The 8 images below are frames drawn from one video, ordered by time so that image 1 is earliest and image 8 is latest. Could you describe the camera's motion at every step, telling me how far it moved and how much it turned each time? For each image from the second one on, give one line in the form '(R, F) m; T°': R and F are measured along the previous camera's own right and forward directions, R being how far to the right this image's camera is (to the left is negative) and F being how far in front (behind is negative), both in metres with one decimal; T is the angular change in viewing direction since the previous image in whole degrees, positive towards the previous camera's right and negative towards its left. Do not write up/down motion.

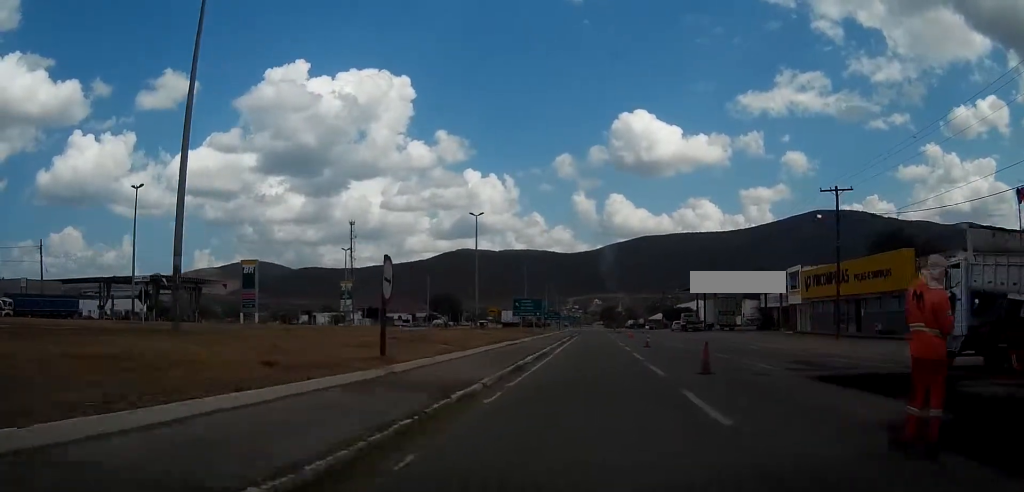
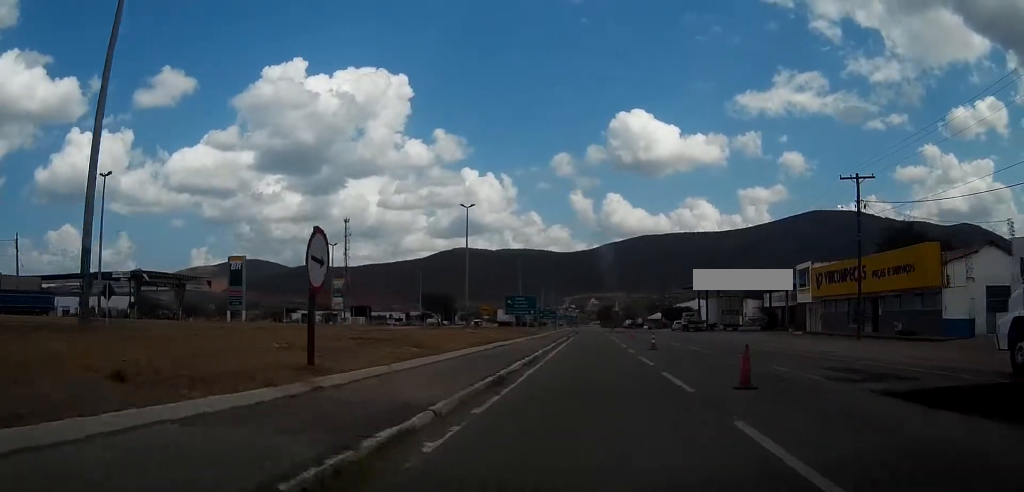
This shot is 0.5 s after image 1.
(0.0, +4.3) m; 0°
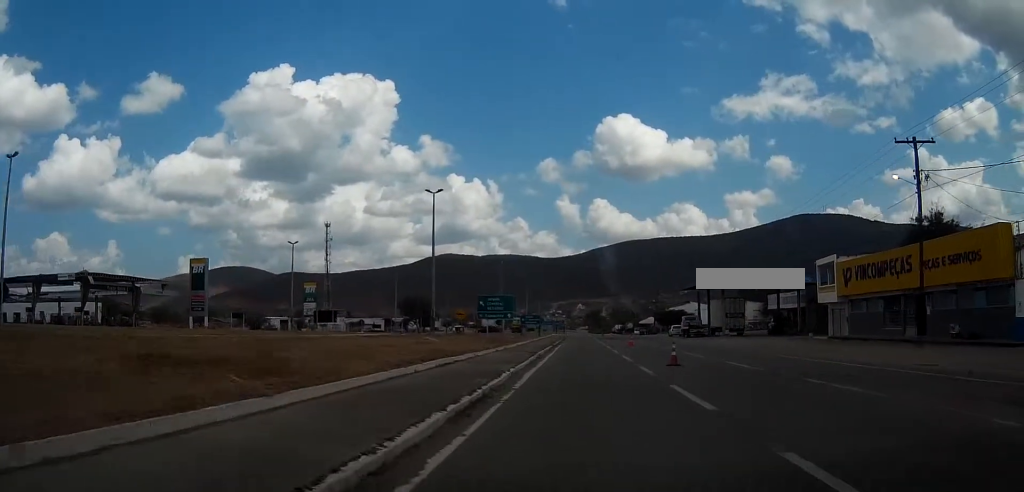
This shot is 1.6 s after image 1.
(+0.1, +10.0) m; +1°
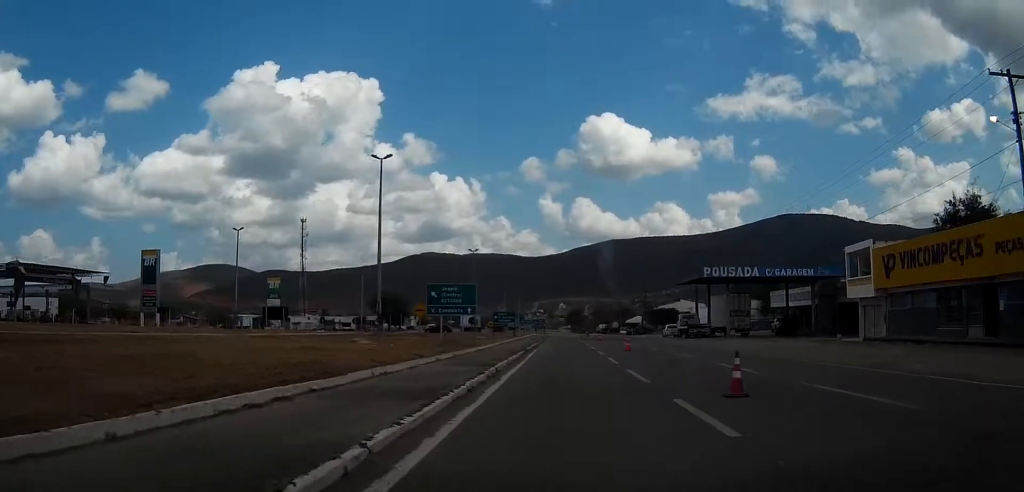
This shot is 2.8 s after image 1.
(+0.1, +11.0) m; +2°
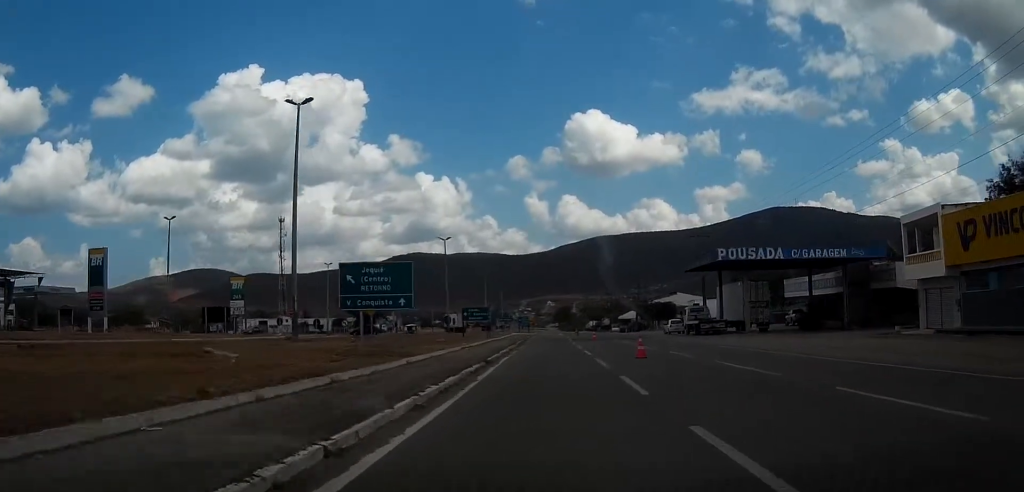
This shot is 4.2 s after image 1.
(+0.3, +11.8) m; +2°
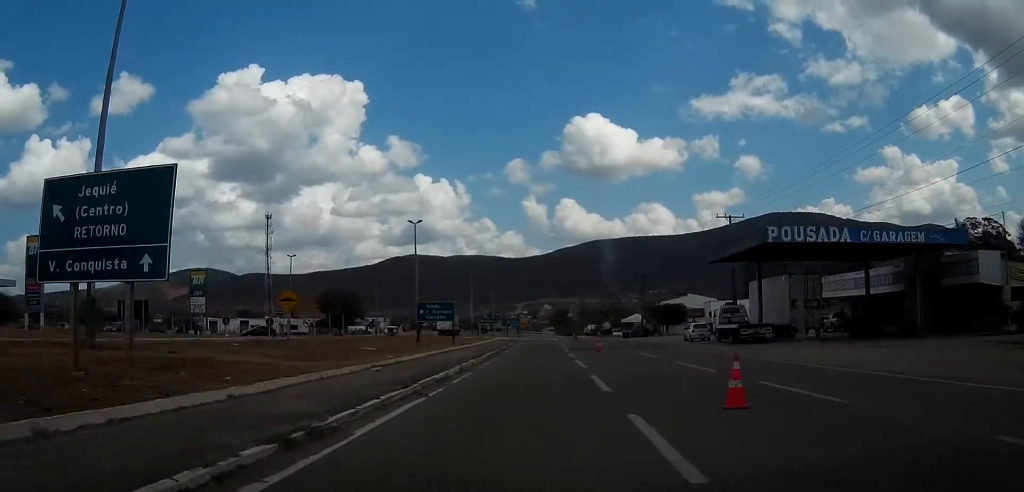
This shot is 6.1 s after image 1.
(-0.1, +14.7) m; -1°
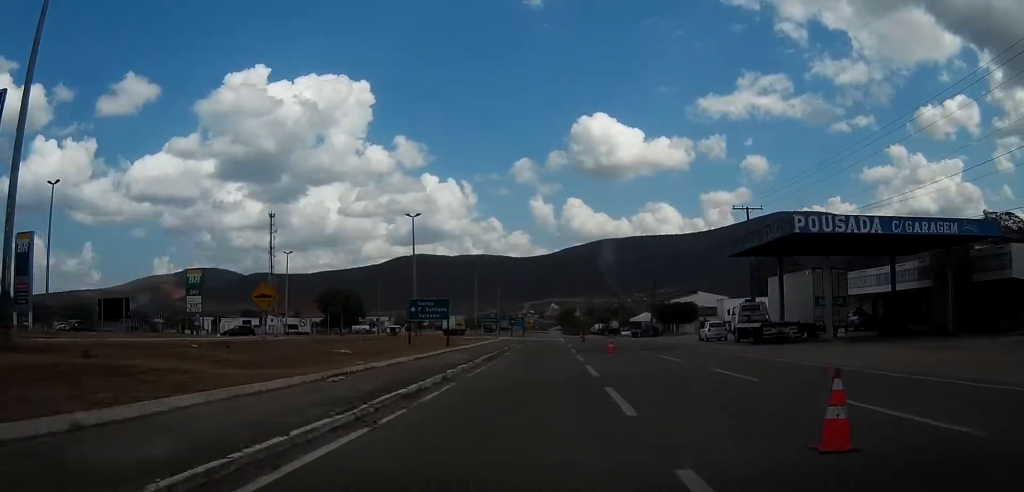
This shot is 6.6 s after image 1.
(0.0, +3.7) m; 0°
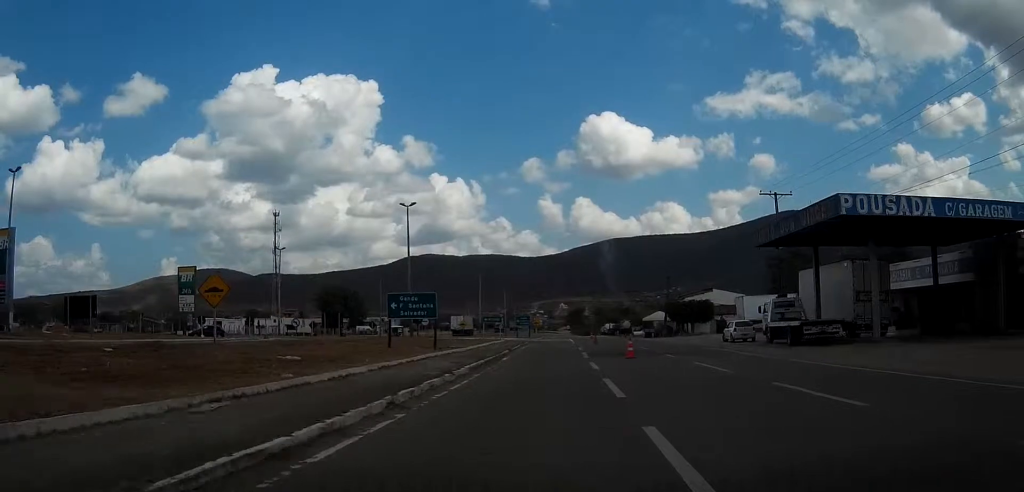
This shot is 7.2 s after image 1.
(0.0, +5.6) m; 0°
